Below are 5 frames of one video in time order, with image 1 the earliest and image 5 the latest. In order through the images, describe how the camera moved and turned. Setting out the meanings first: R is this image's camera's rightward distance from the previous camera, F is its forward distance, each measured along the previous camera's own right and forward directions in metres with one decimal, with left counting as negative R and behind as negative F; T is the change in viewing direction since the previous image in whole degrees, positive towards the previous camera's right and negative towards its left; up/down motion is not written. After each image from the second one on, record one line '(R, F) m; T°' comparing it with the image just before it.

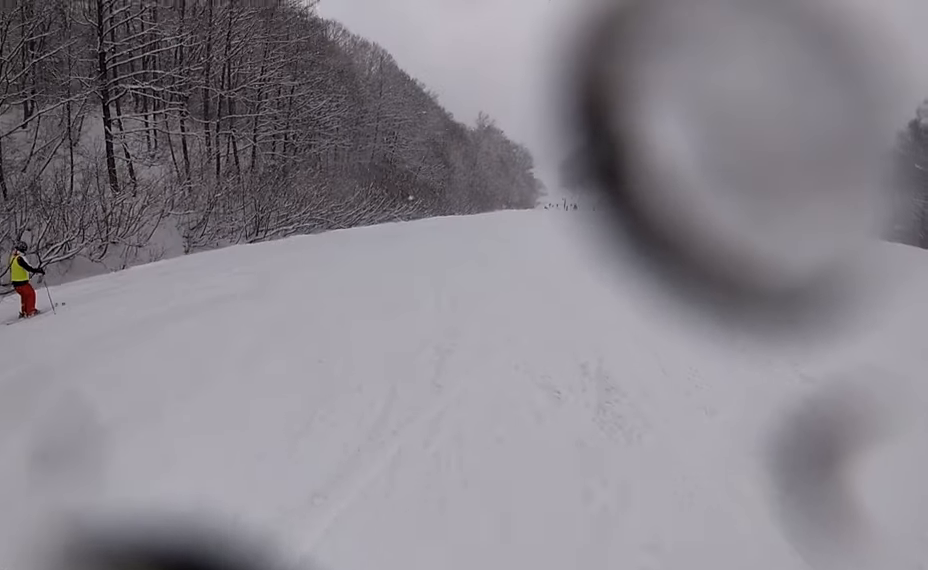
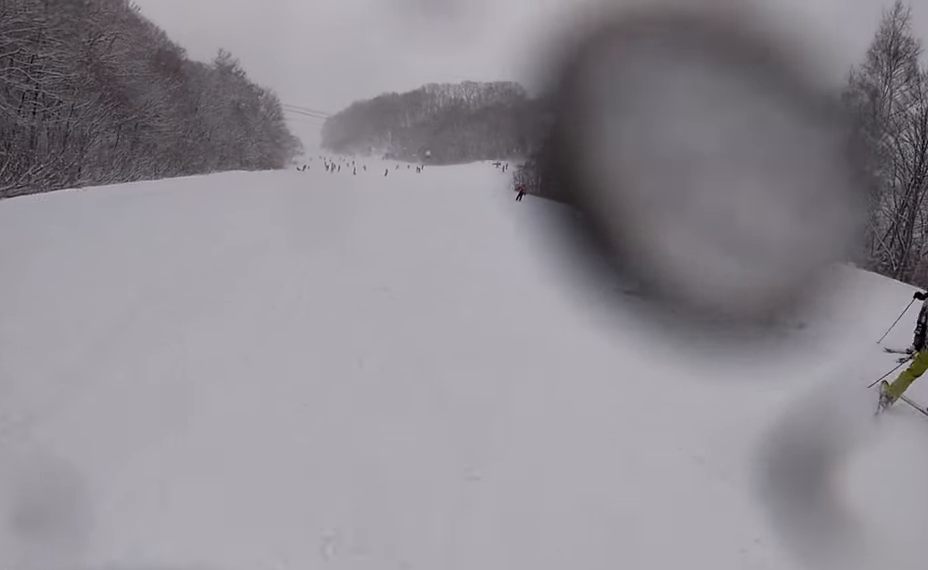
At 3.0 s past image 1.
(+6.0, +19.2) m; +27°
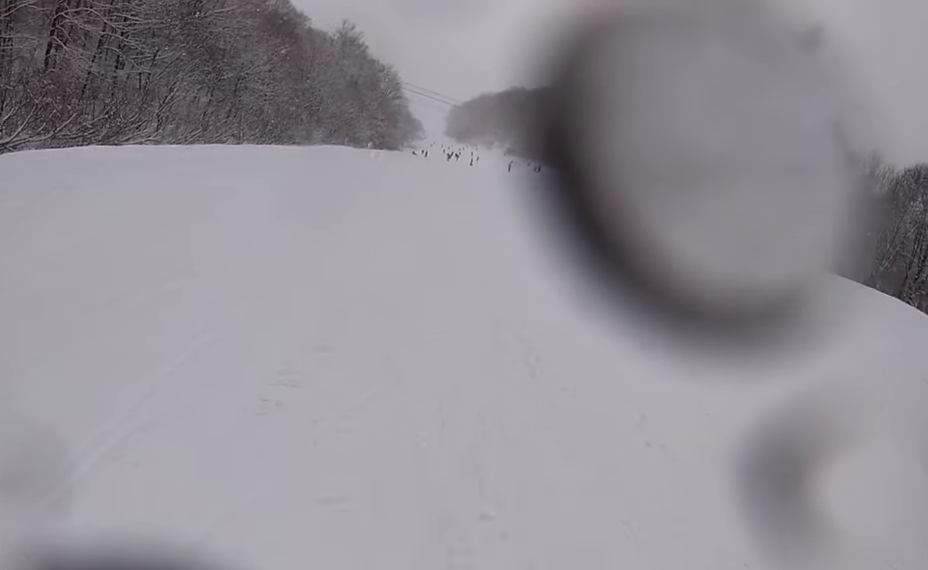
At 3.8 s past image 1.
(-0.6, +5.8) m; -8°
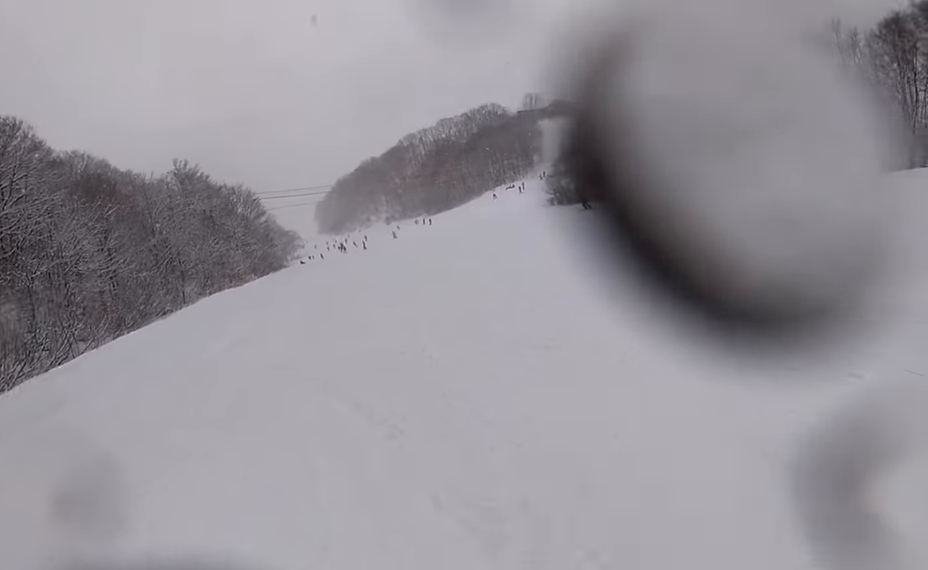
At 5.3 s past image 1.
(-0.6, +11.5) m; -3°
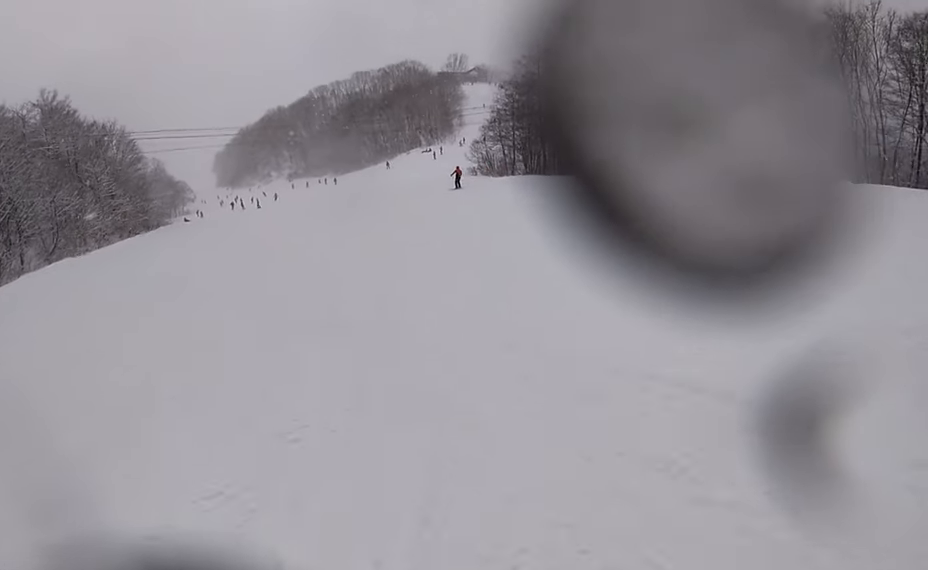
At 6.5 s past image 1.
(+0.2, +9.0) m; +14°
